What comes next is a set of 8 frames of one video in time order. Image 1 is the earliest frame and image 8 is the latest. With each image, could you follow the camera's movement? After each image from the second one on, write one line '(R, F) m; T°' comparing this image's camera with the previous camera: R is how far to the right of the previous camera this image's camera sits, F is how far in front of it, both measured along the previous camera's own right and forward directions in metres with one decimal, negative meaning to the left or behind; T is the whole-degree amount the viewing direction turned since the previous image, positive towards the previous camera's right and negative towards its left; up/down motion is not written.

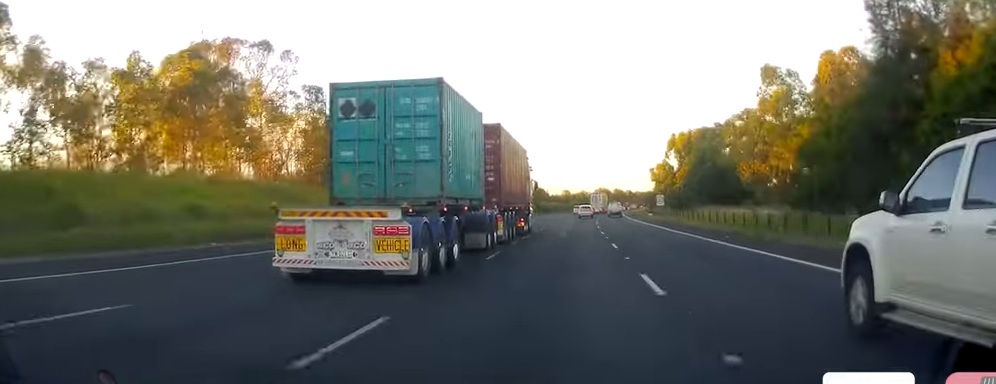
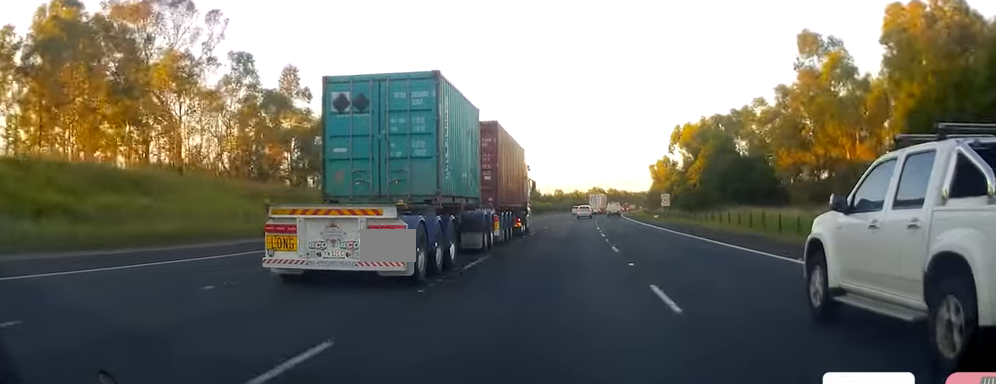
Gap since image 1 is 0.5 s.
(-0.2, +14.2) m; 0°
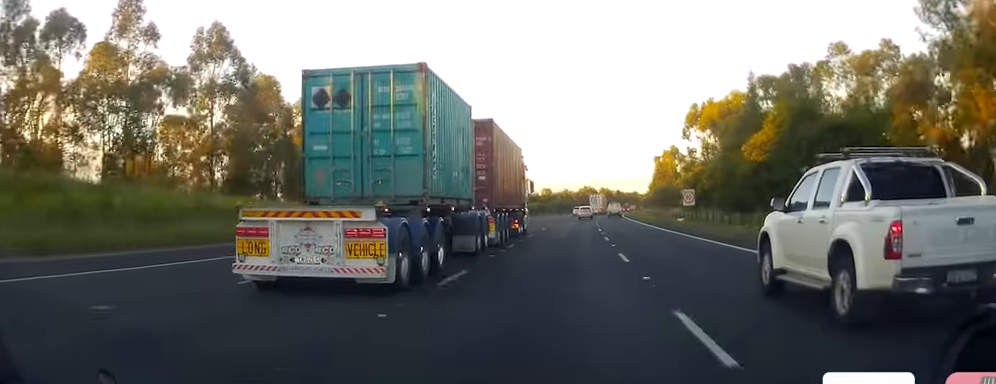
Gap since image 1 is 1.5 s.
(+0.4, +27.5) m; +1°
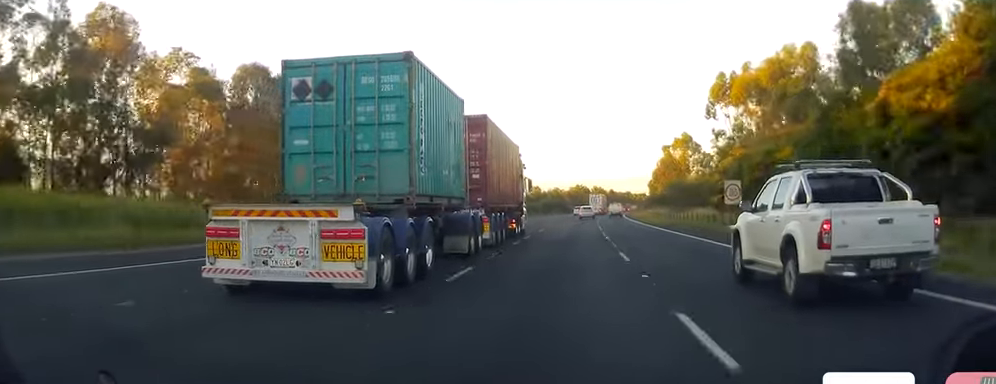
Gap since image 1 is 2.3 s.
(+0.2, +23.7) m; 0°
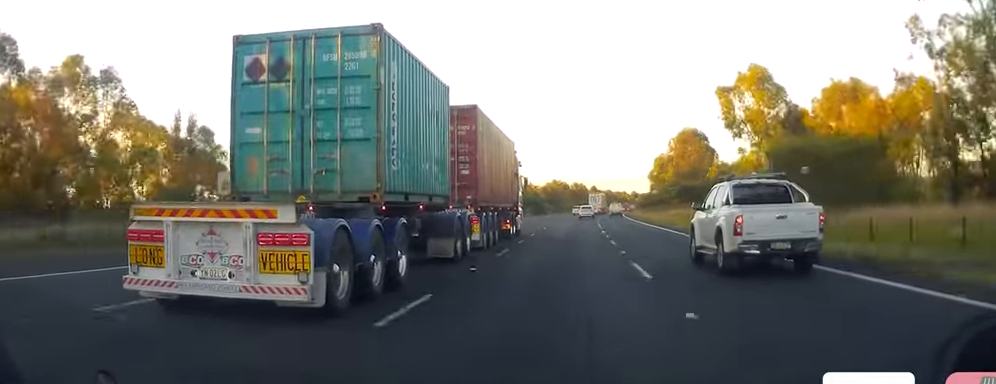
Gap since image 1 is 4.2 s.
(+0.7, +53.6) m; +2°
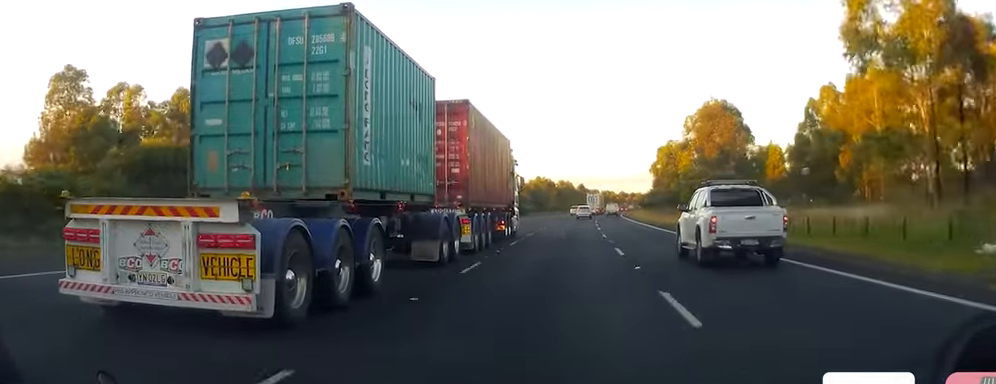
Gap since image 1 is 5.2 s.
(+0.6, +29.7) m; +1°
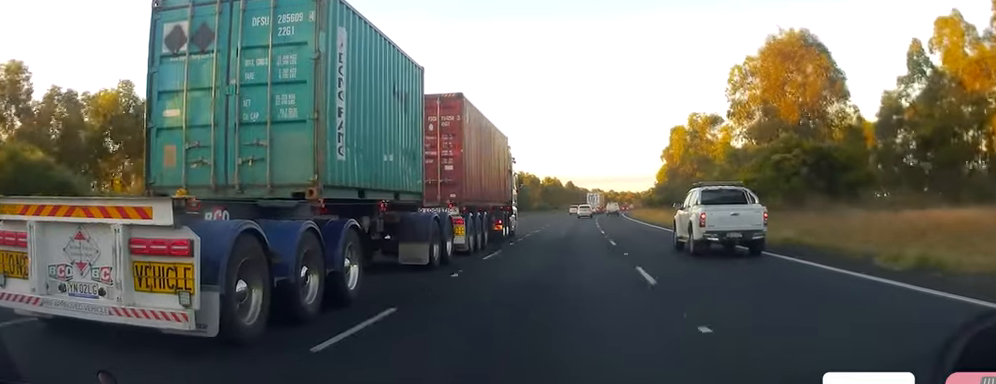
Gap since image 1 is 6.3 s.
(0.0, +32.7) m; 0°
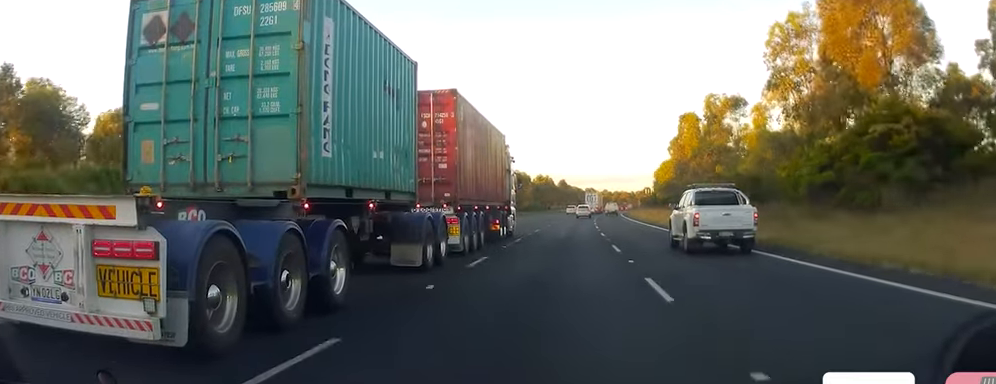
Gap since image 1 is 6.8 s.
(-0.2, +14.4) m; 0°
